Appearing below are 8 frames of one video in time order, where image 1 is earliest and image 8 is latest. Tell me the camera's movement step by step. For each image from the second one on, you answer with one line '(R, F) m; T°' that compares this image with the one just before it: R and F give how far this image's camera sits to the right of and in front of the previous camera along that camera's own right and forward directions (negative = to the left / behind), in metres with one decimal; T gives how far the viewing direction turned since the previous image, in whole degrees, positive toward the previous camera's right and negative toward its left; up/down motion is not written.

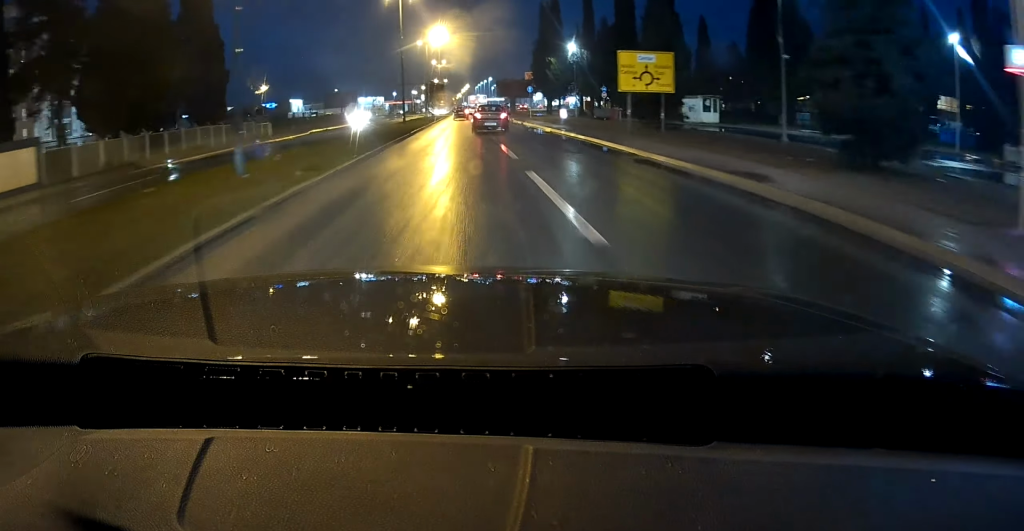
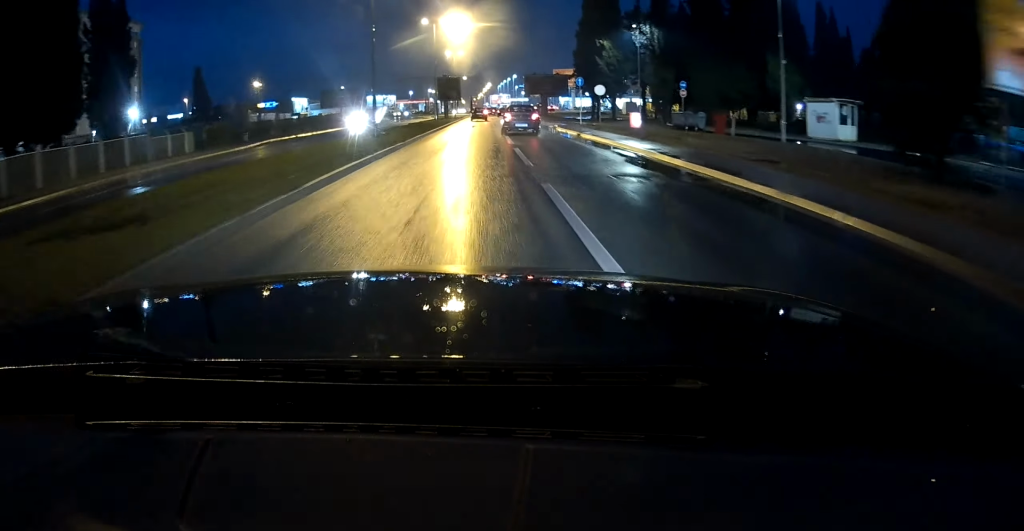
(-0.6, +21.7) m; -1°
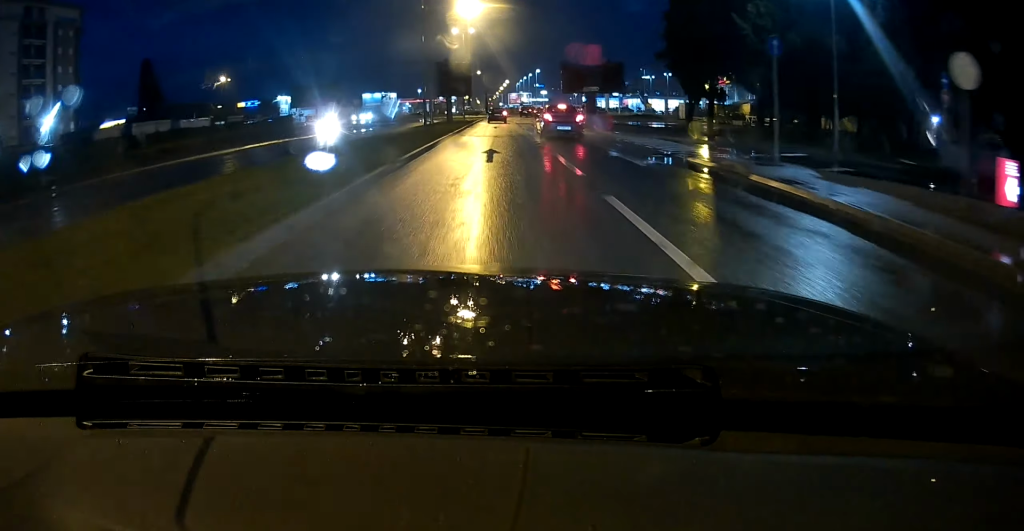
(-0.2, +27.9) m; 0°
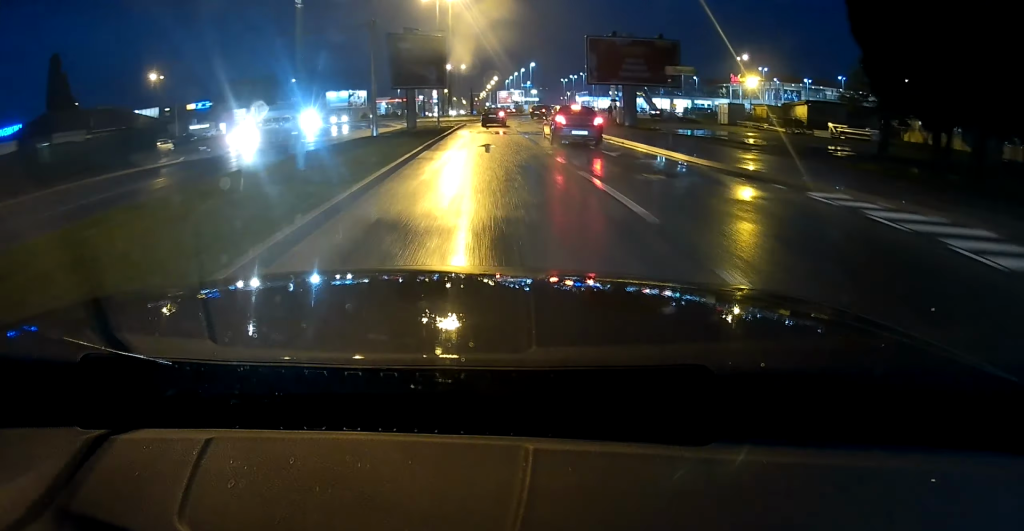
(+0.2, +20.8) m; +1°
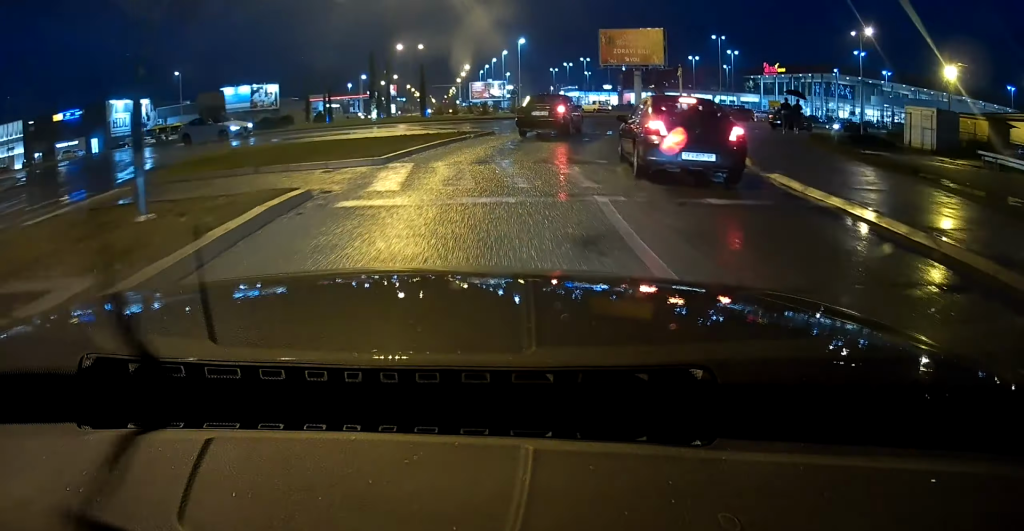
(+0.8, +36.2) m; +5°
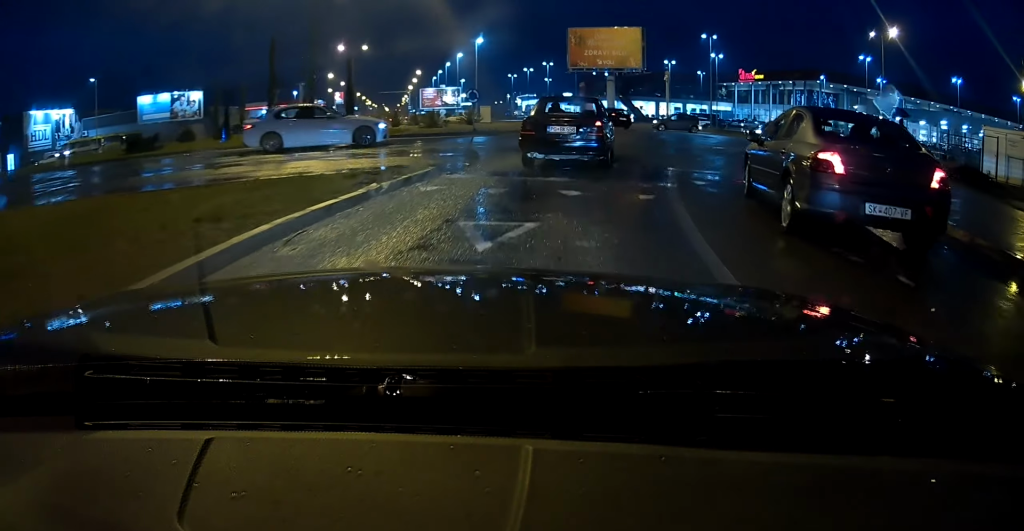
(+0.4, +11.5) m; +7°
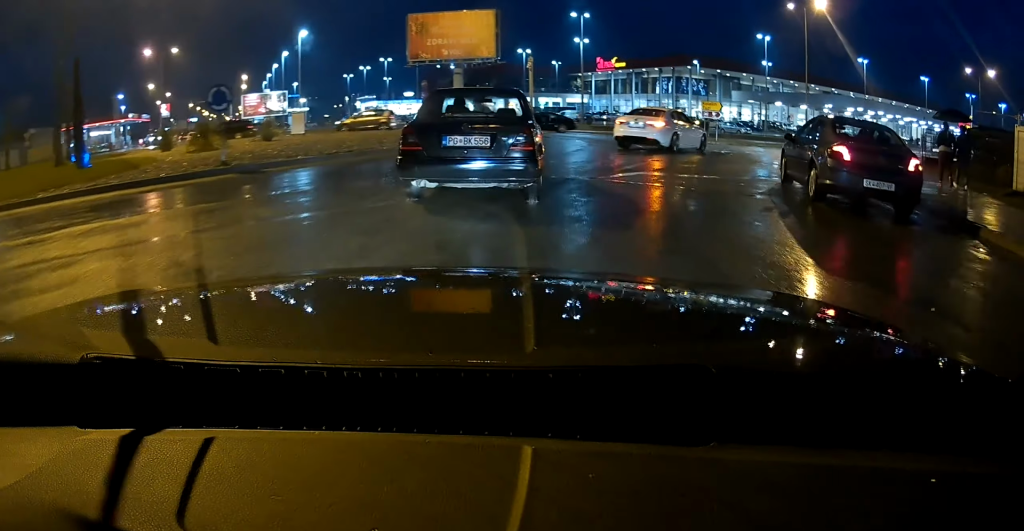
(+2.1, +14.3) m; +12°
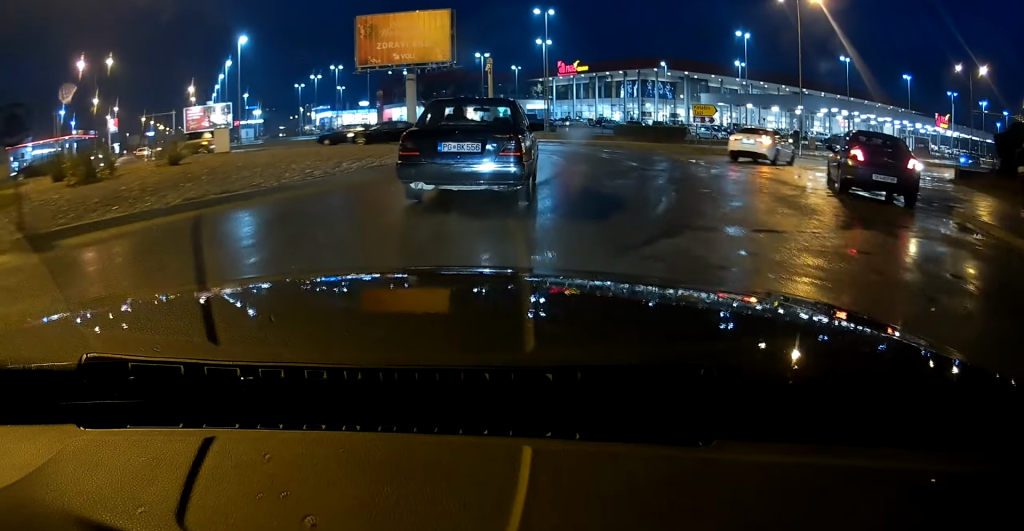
(+0.1, +5.6) m; 0°
